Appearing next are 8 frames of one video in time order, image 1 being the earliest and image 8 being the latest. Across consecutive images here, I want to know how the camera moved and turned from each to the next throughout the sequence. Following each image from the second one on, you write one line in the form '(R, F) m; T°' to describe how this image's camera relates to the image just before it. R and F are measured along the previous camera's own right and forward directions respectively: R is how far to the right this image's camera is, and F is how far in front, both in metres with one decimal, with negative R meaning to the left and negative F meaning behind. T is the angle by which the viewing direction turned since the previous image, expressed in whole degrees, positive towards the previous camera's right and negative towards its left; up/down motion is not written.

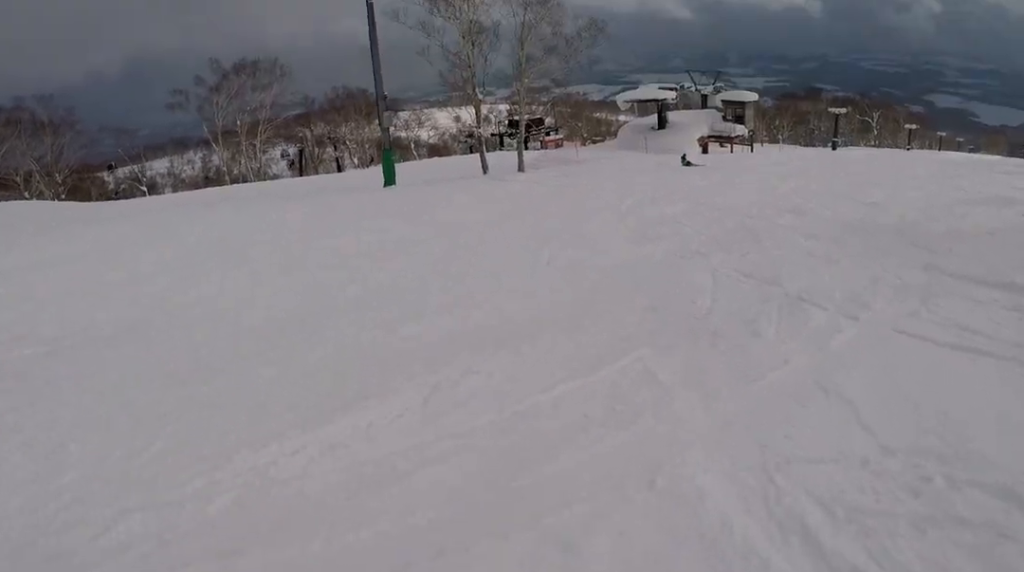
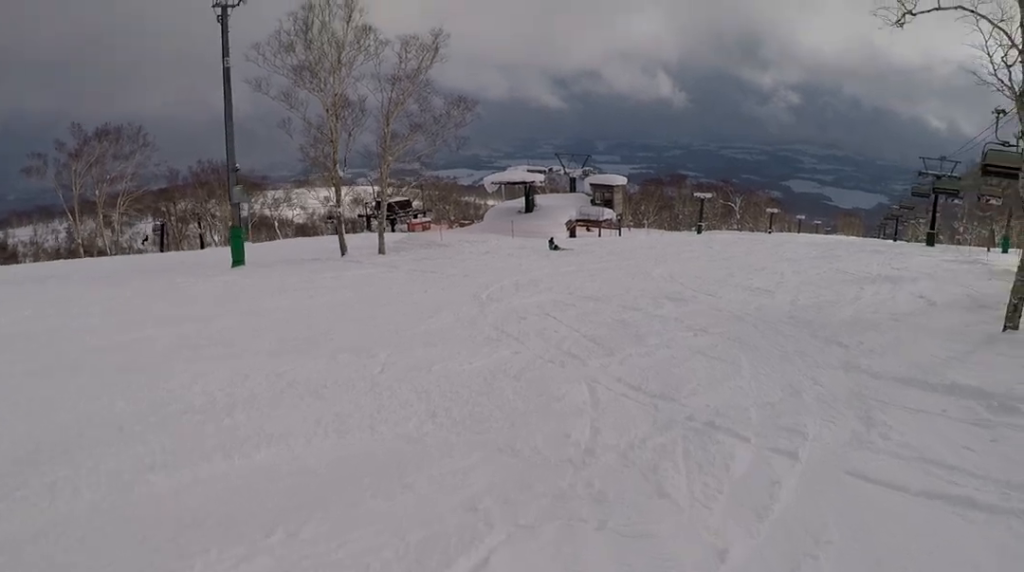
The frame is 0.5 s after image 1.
(+0.1, +2.2) m; +4°
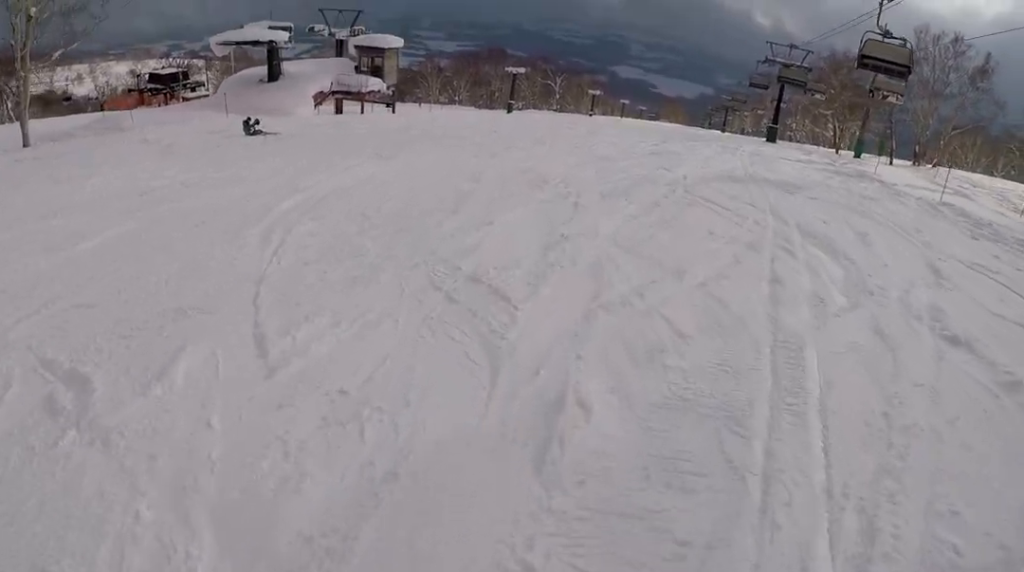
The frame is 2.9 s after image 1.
(-0.1, +12.7) m; +2°
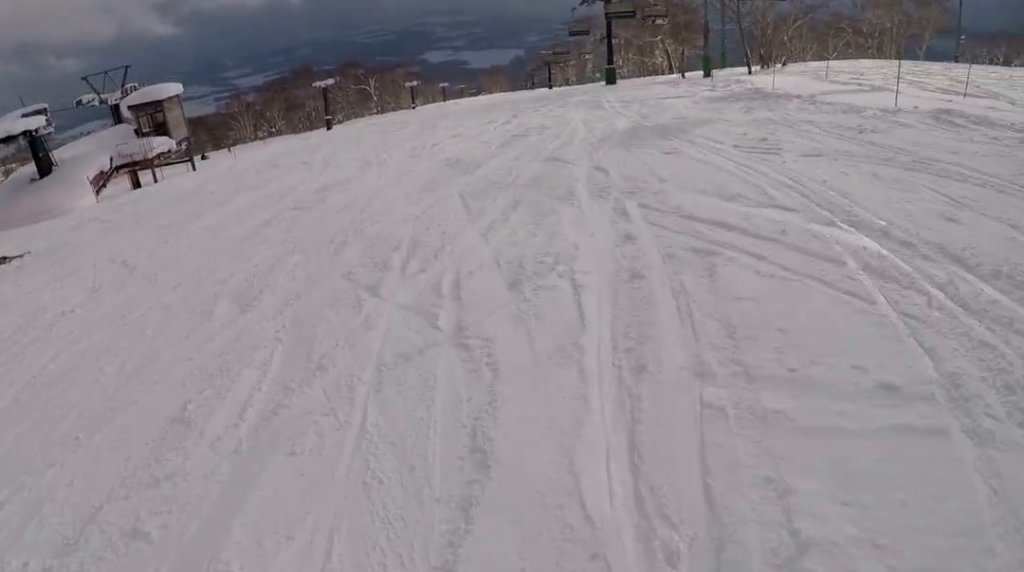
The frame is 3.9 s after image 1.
(+0.4, +6.4) m; +4°
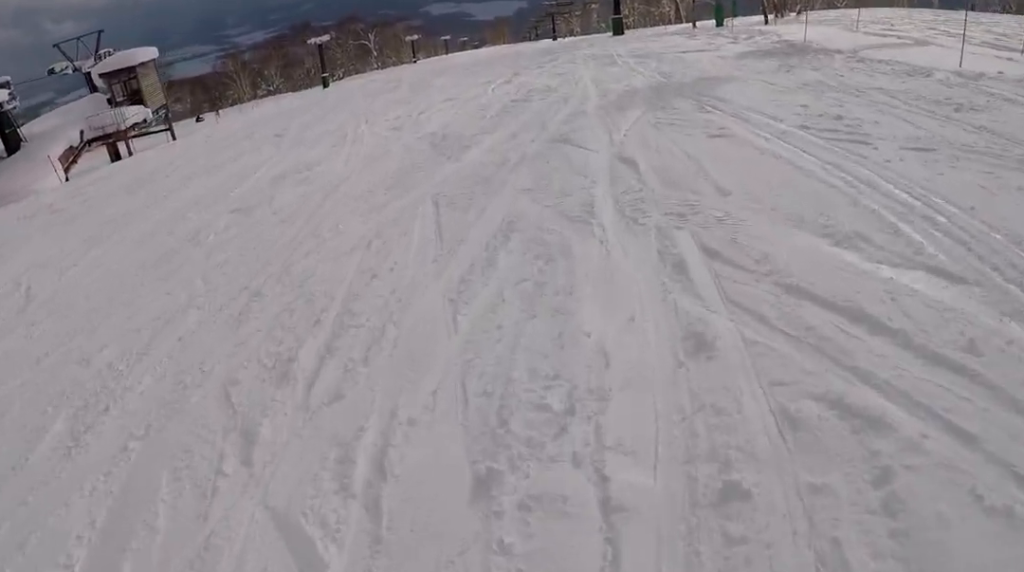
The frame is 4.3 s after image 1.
(0.0, +2.9) m; 0°
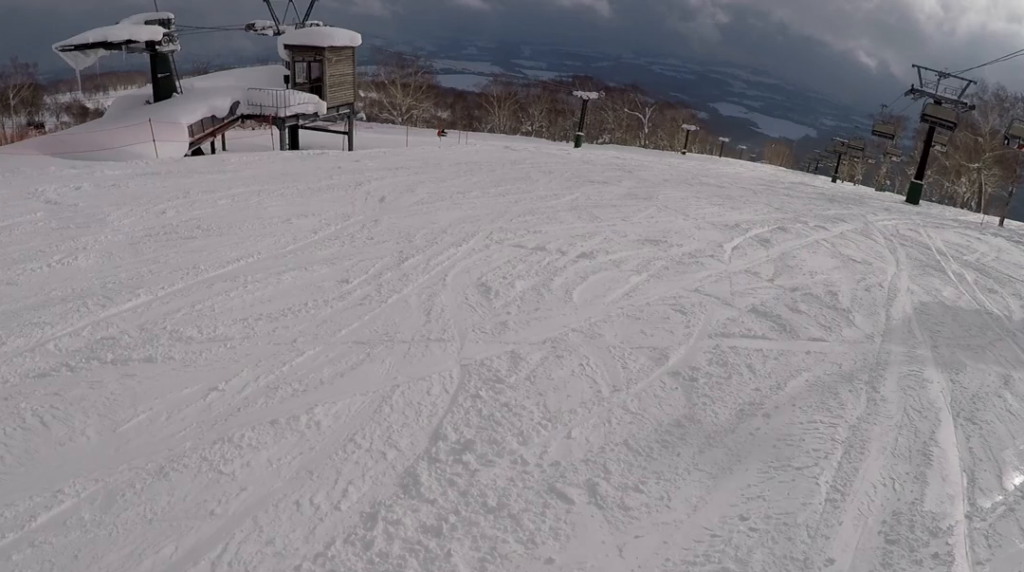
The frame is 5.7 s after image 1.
(0.0, +8.8) m; 0°
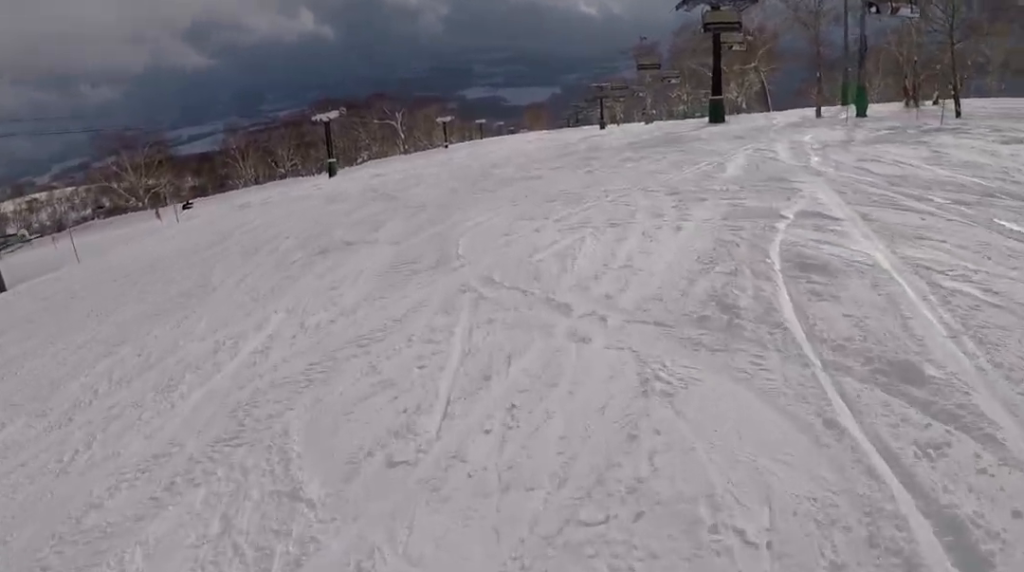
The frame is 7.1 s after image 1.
(0.0, +9.0) m; +4°
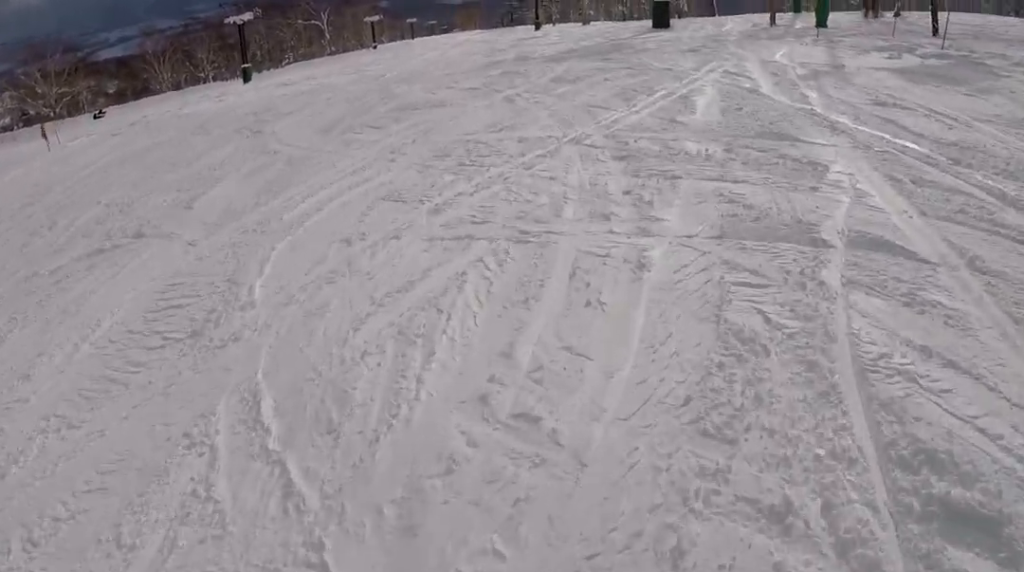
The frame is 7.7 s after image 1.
(+0.2, +3.5) m; 0°
